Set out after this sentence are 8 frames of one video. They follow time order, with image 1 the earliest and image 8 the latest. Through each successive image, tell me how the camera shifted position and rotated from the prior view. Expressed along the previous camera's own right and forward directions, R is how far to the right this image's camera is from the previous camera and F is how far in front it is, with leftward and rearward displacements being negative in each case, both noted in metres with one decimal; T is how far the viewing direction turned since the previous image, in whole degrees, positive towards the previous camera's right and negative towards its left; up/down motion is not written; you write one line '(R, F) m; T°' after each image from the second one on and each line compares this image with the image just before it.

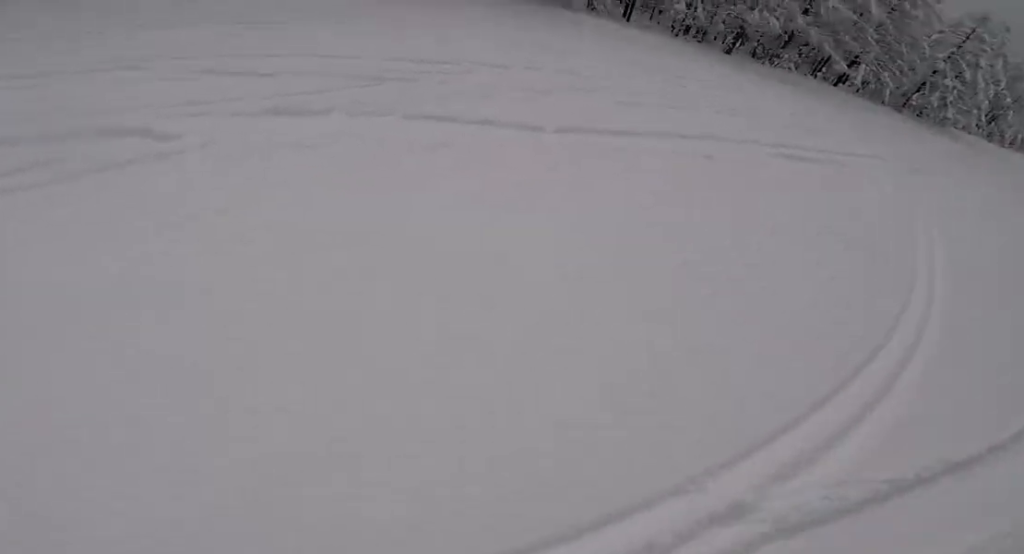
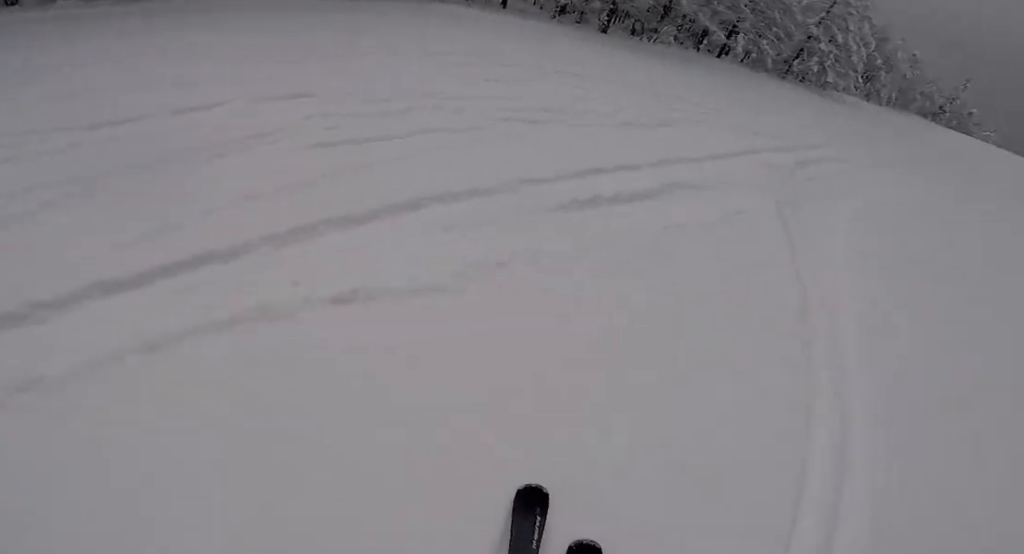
(-1.0, +4.6) m; -14°
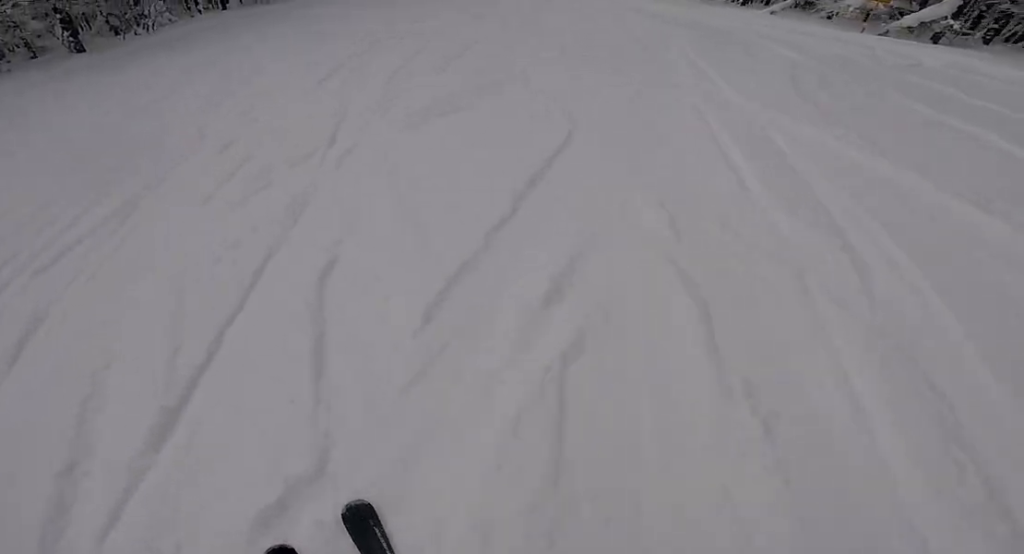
(-1.3, +9.6) m; -17°
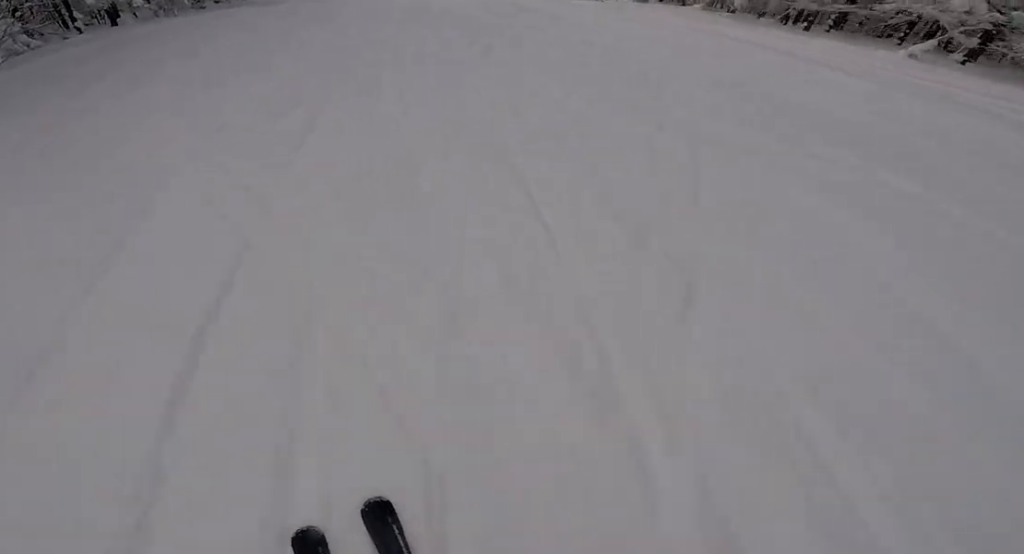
(-0.4, +8.5) m; +2°
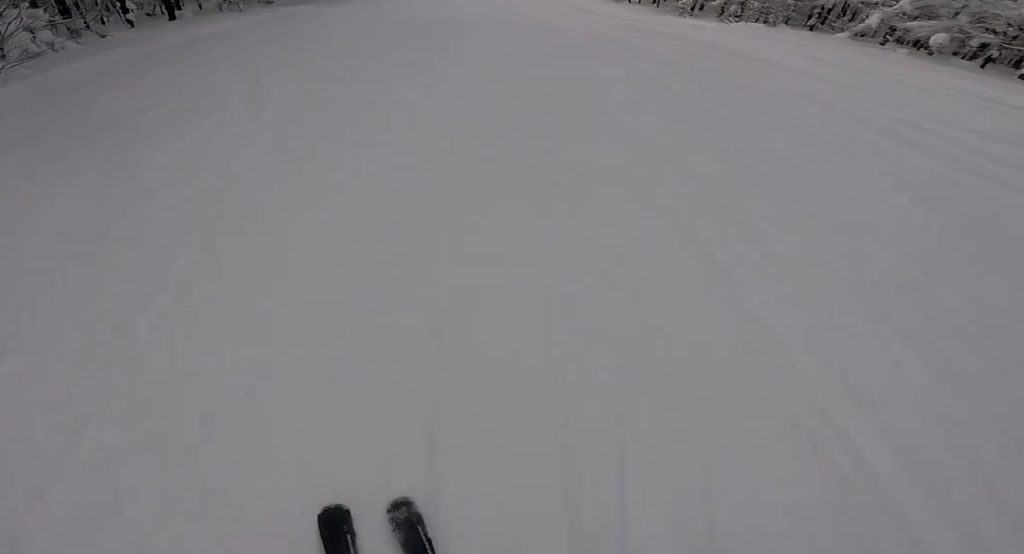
(+0.3, +5.3) m; +10°
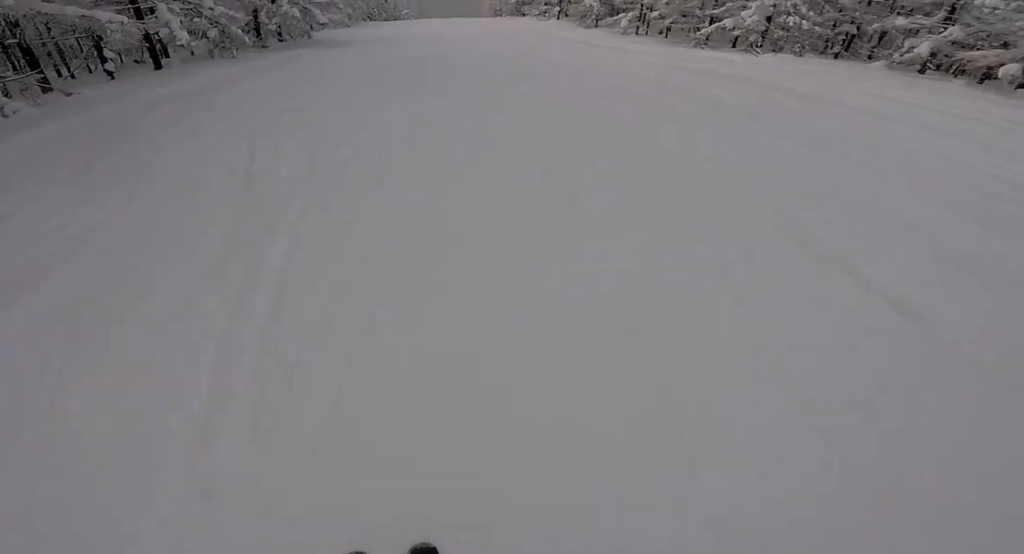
(+0.3, +2.8) m; +4°
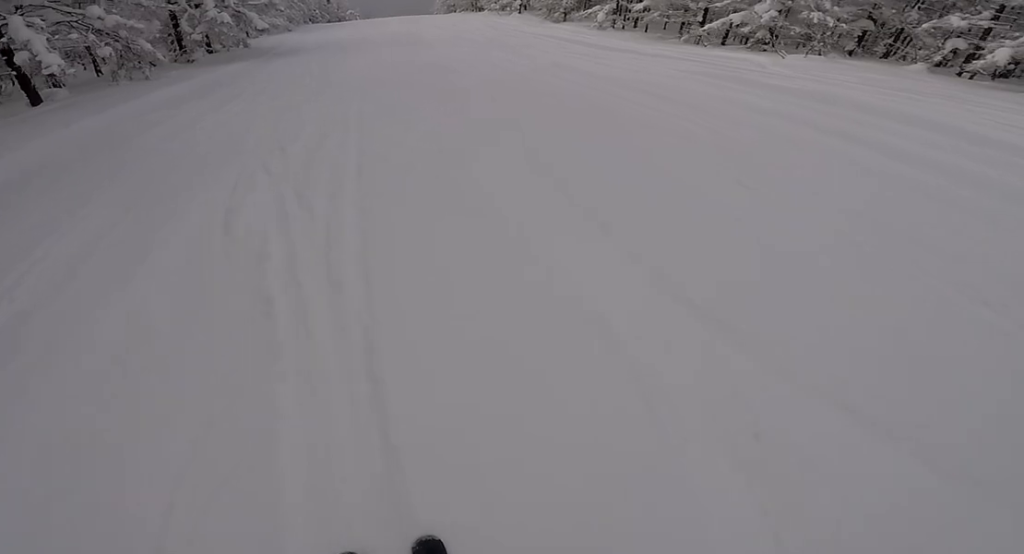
(+0.2, +5.6) m; +2°
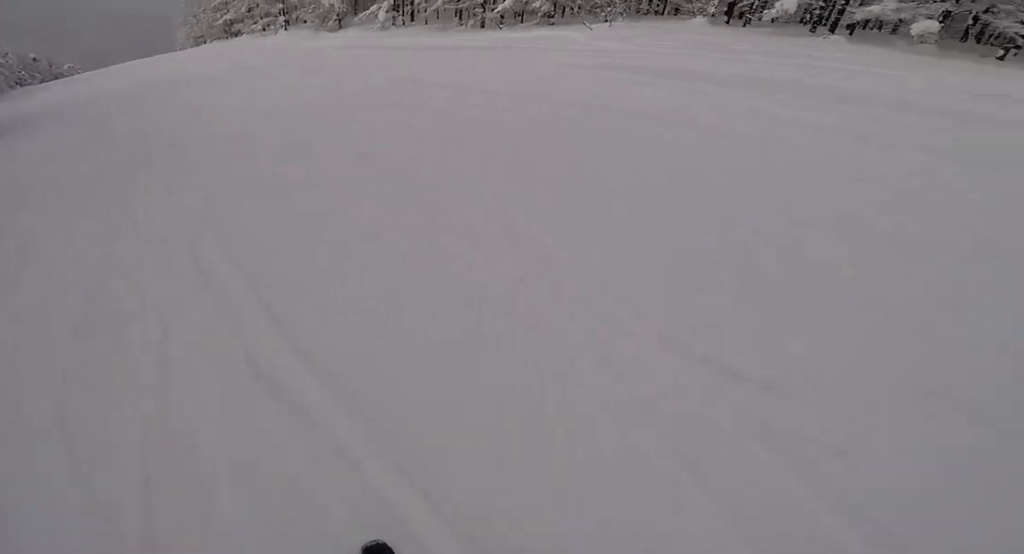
(0.0, +5.6) m; +6°
